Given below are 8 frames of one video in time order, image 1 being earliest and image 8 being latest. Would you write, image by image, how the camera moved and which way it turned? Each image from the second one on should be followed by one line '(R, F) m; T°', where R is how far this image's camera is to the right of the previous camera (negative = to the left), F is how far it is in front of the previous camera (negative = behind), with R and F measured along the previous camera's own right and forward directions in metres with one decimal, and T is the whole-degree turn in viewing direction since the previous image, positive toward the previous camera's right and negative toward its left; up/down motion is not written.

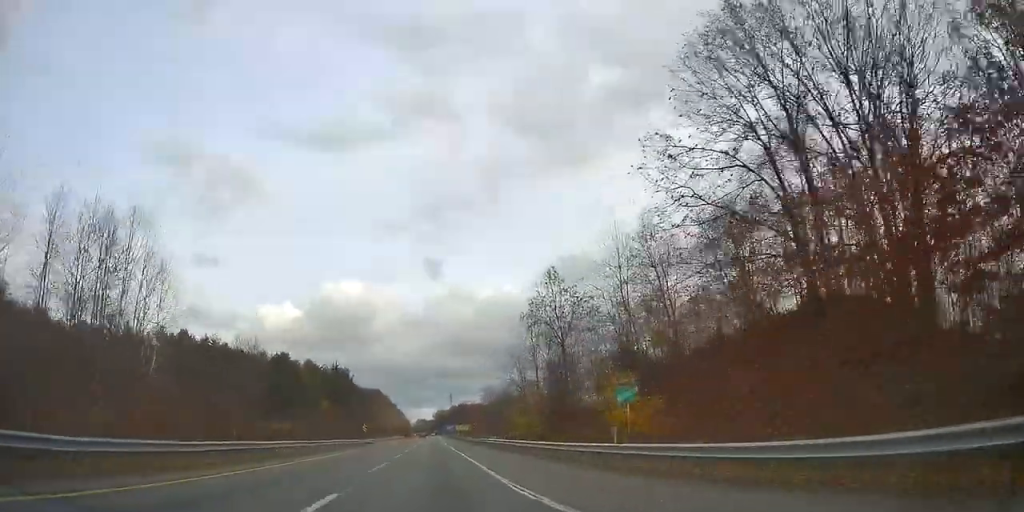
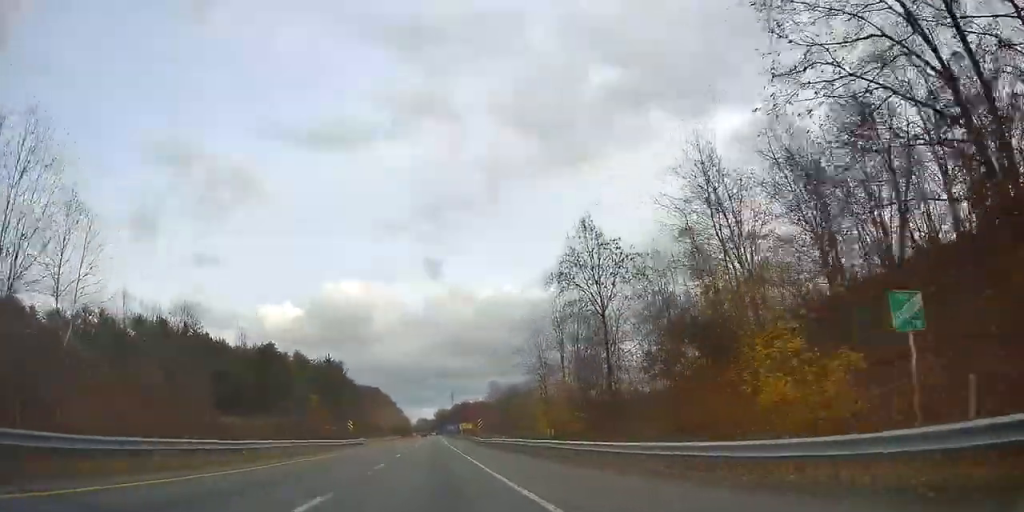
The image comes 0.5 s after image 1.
(+0.1, +13.9) m; 0°
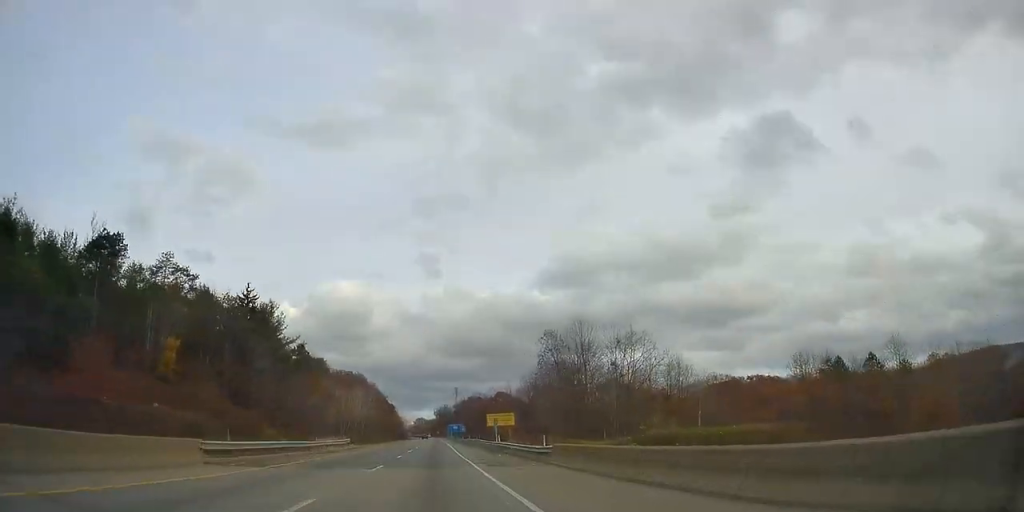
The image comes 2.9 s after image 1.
(-0.2, +73.0) m; +1°
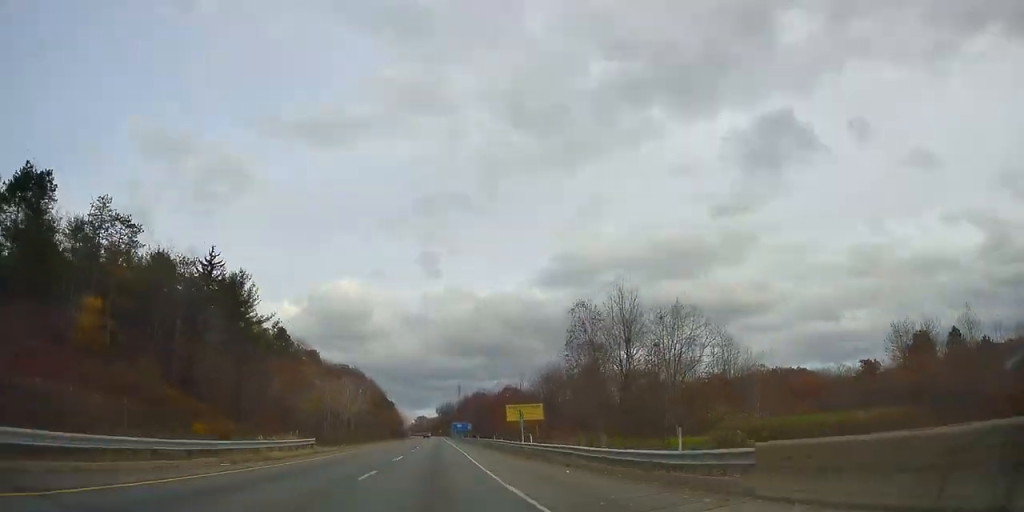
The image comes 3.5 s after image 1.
(-0.4, +16.5) m; +1°
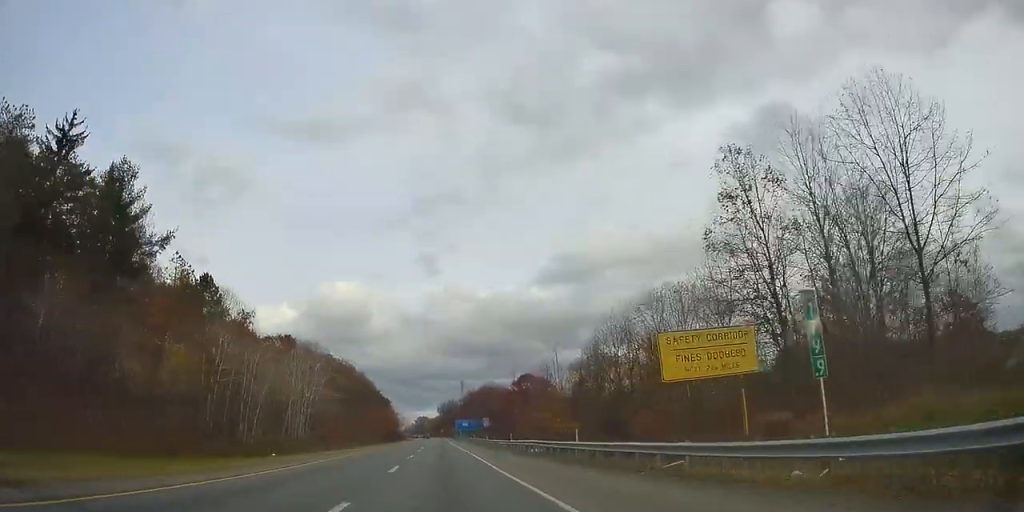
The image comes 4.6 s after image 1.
(+0.9, +33.9) m; 0°
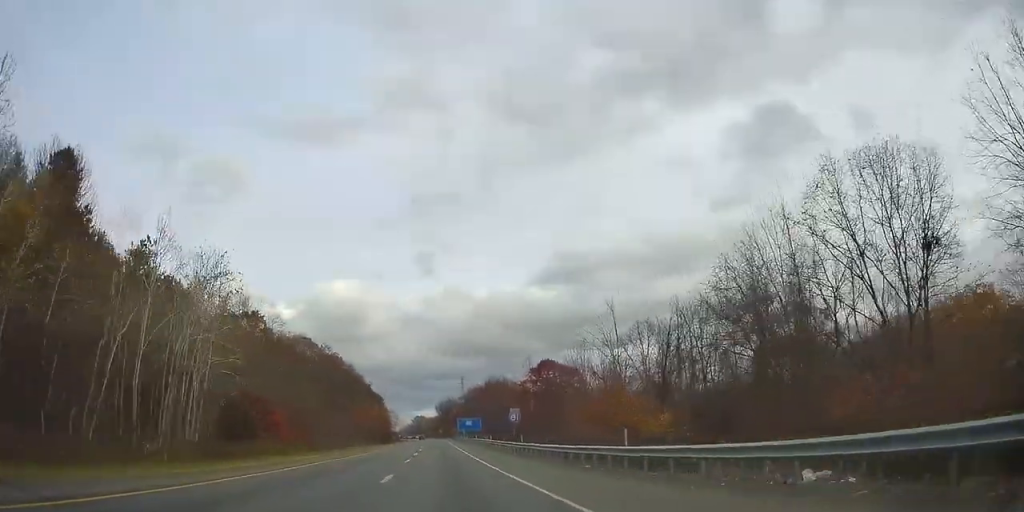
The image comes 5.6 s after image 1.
(-0.9, +29.4) m; -1°
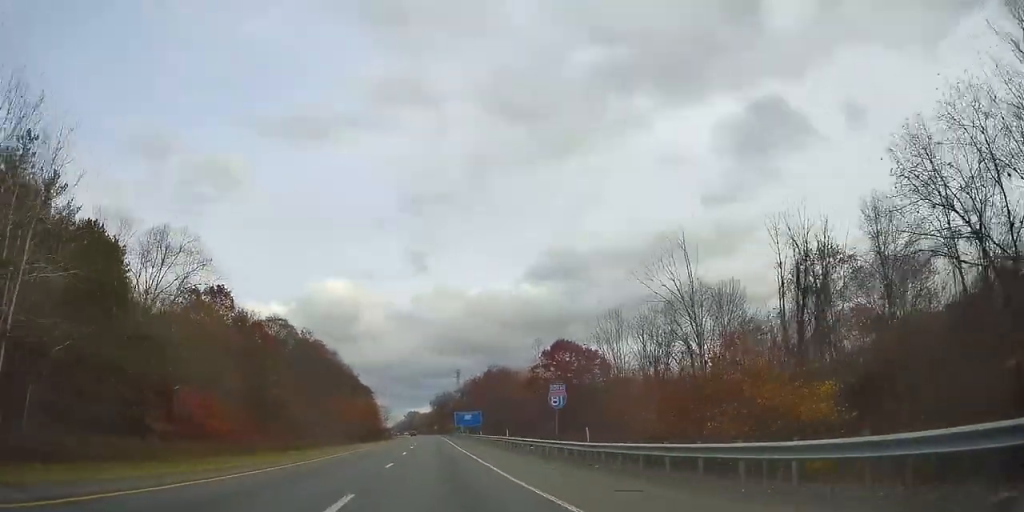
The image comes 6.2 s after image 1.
(+0.3, +19.4) m; +1°
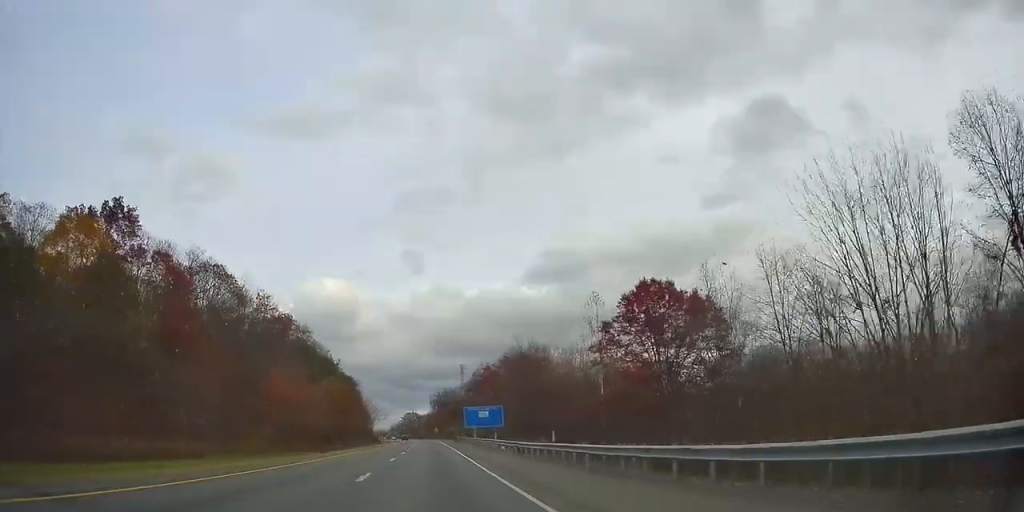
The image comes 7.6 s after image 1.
(0.0, +41.9) m; -1°
